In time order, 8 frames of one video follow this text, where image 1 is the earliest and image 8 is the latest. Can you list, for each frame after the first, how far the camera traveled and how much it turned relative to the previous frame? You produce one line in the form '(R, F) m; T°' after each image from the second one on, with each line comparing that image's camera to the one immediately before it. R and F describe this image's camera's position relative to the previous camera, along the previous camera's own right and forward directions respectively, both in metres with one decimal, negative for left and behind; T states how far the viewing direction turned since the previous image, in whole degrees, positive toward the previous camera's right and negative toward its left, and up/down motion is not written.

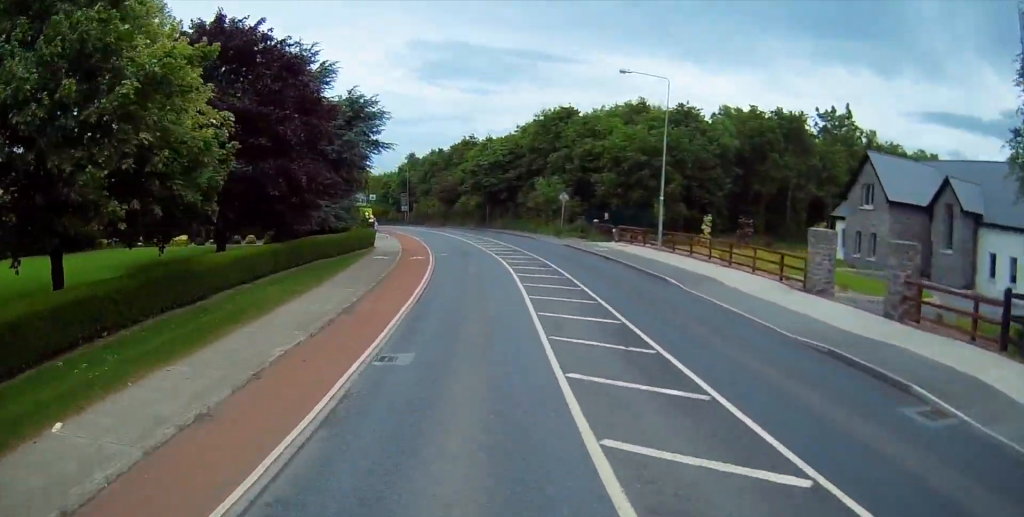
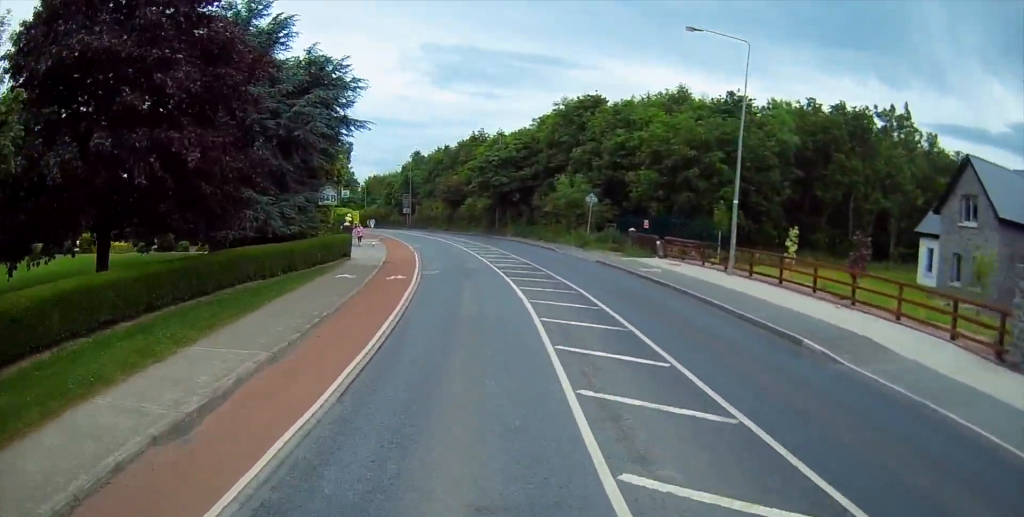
(+0.1, +9.8) m; 0°
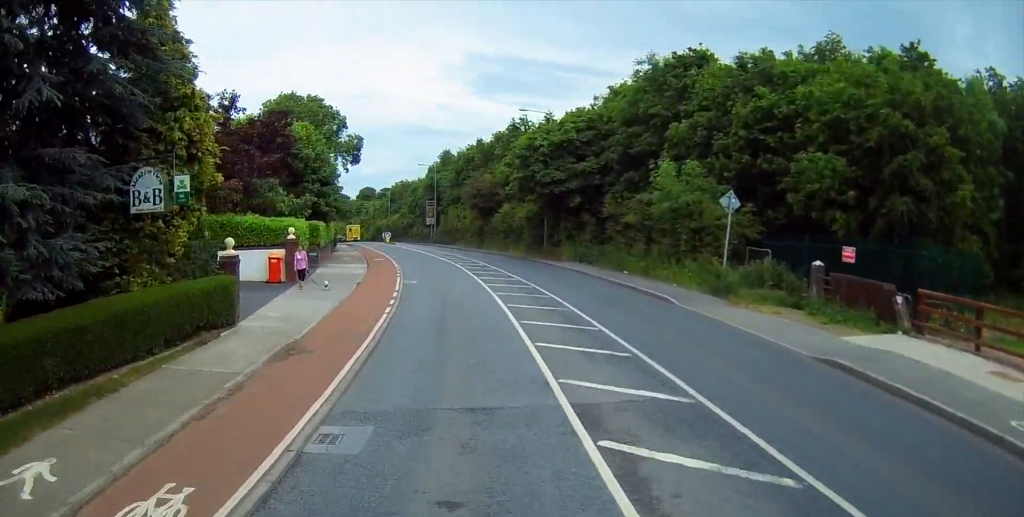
(+0.1, +19.8) m; -1°
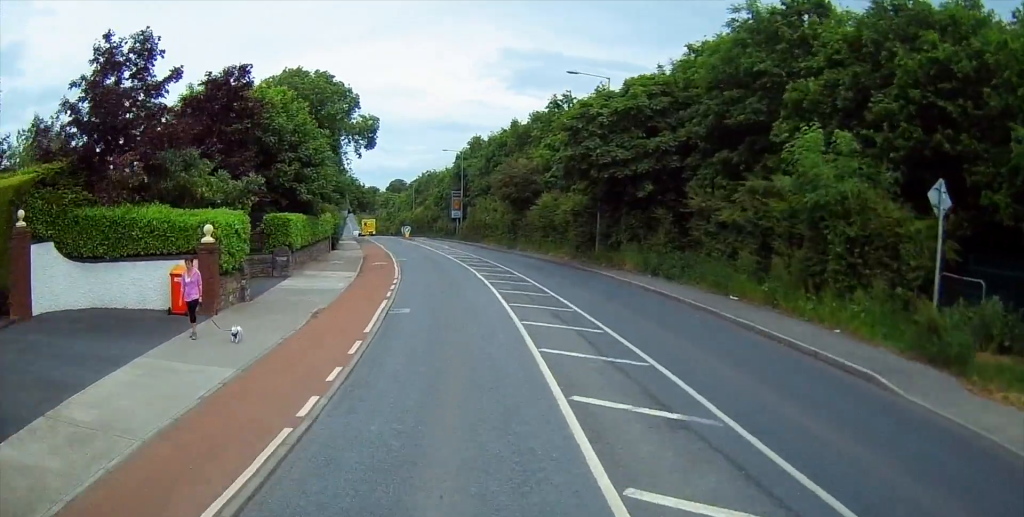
(0.0, +10.5) m; -2°
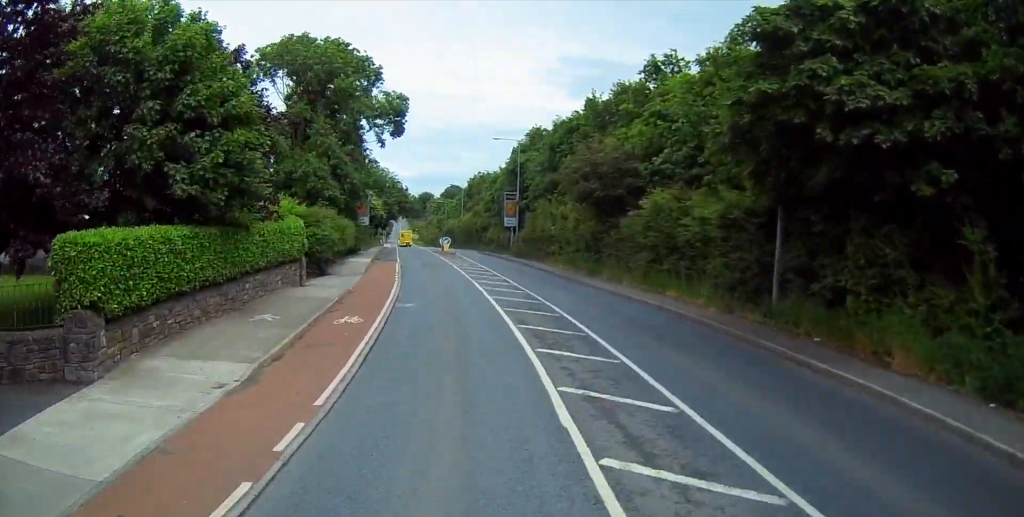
(-0.6, +17.4) m; -4°
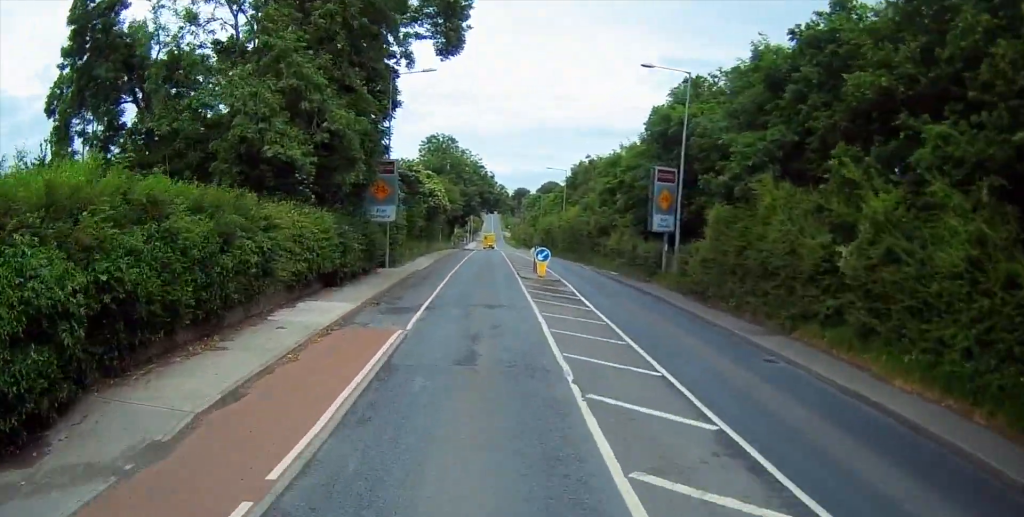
(-1.9, +27.2) m; -9°
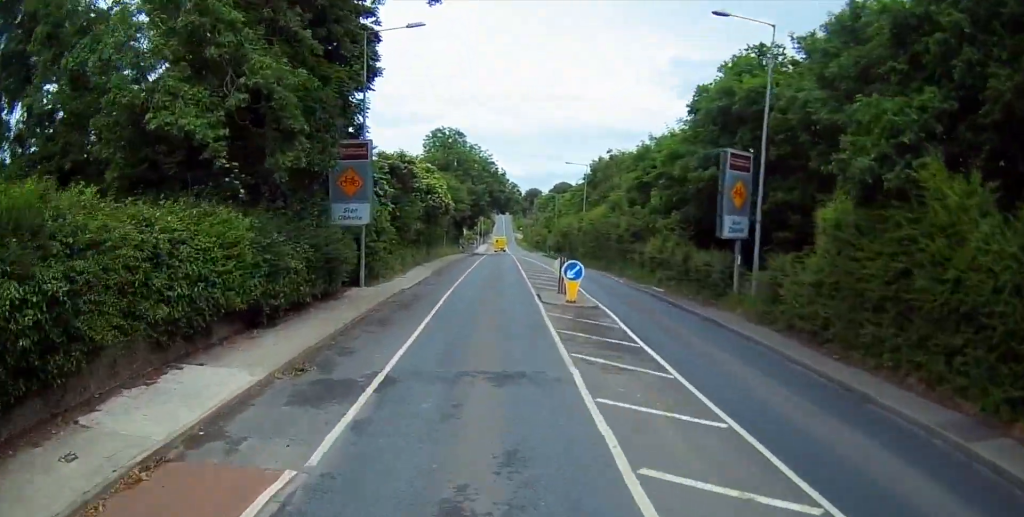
(-0.3, +8.5) m; -2°
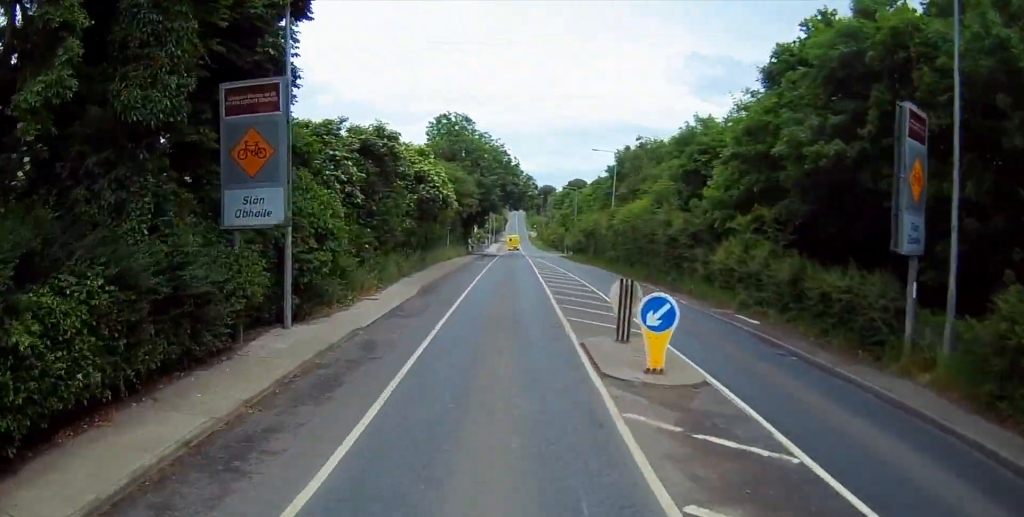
(-0.4, +10.2) m; -2°
